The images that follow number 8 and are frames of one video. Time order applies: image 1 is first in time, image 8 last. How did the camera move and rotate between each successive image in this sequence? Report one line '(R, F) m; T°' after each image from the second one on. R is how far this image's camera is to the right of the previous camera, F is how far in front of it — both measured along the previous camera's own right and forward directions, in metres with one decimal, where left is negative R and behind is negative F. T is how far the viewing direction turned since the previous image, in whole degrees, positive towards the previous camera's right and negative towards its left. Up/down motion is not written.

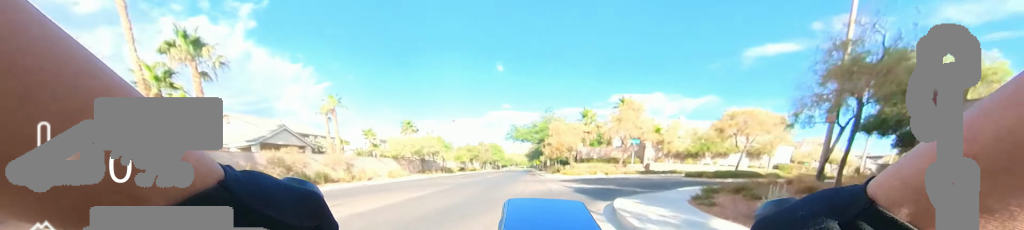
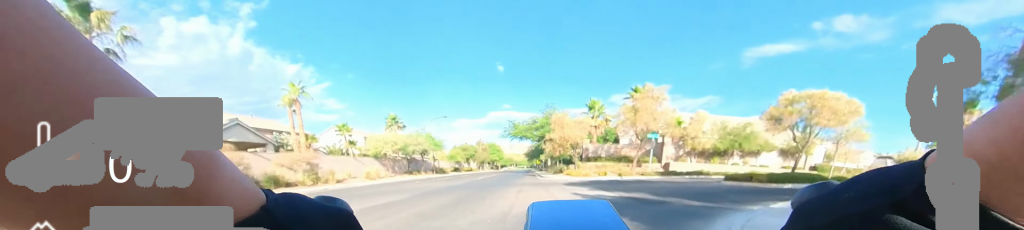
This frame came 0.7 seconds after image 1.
(0.0, +5.2) m; 0°
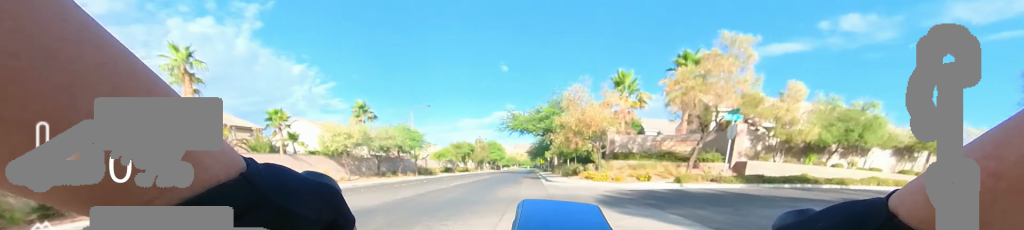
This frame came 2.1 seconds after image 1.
(0.0, +9.9) m; 0°
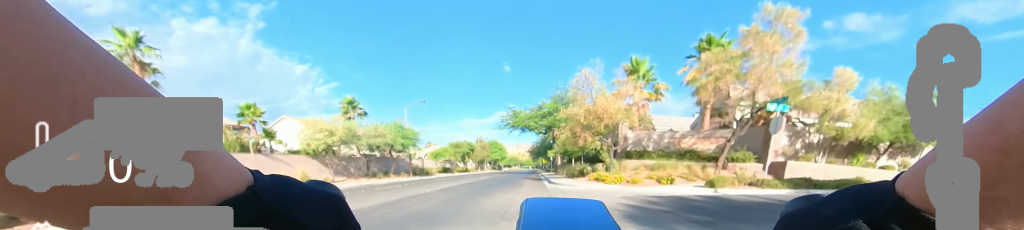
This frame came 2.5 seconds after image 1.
(0.0, +2.9) m; 0°
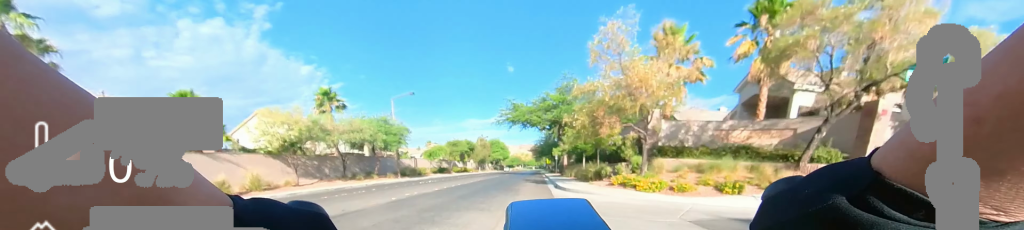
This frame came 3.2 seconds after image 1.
(0.0, +5.1) m; 0°
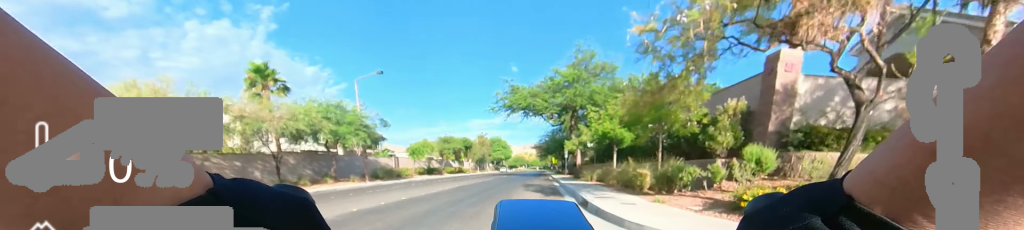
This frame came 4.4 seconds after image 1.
(0.0, +8.7) m; 0°
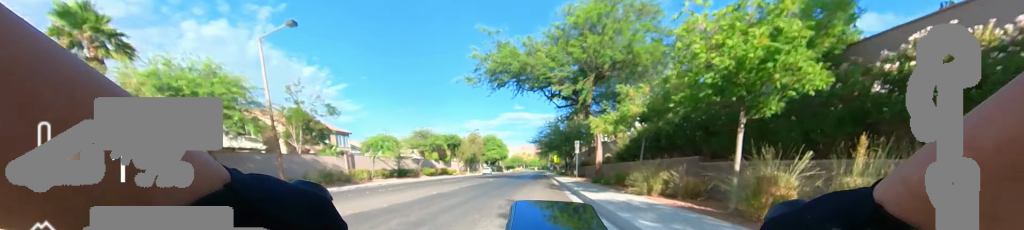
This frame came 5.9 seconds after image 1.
(0.0, +10.5) m; 0°
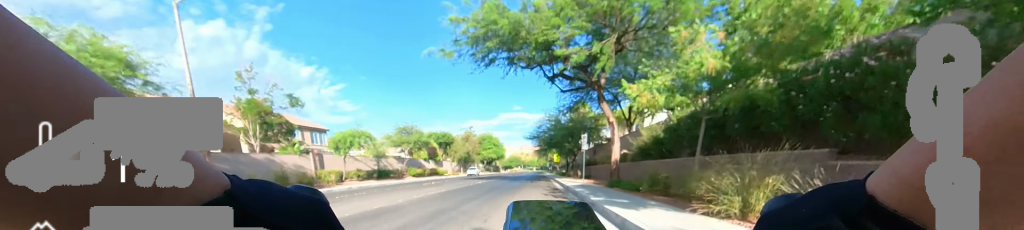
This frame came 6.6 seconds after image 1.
(0.0, +4.7) m; 0°
